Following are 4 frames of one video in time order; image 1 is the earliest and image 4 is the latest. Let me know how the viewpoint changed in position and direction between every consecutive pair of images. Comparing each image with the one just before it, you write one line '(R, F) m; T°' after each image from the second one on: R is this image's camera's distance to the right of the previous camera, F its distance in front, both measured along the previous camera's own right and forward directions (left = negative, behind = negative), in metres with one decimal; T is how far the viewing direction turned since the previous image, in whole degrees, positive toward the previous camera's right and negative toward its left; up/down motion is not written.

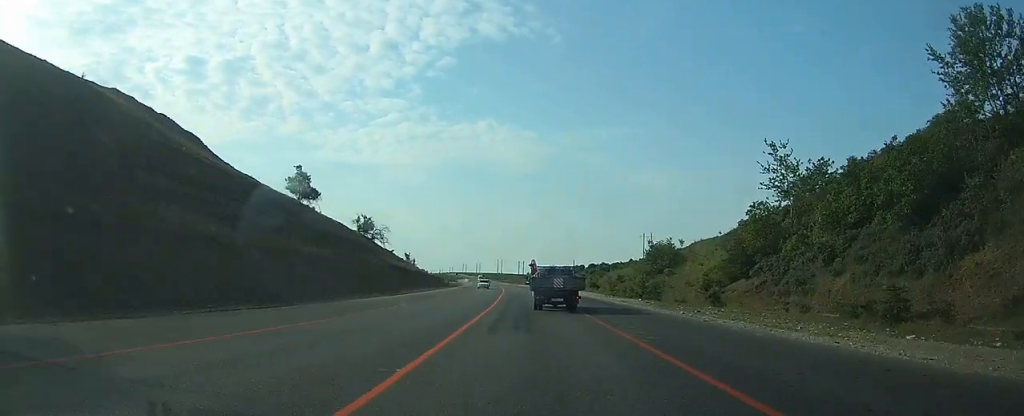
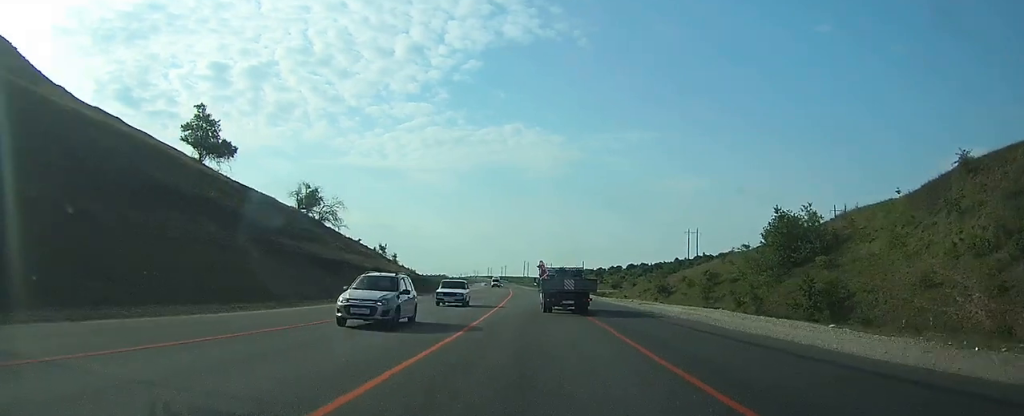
(-0.8, +49.1) m; -2°
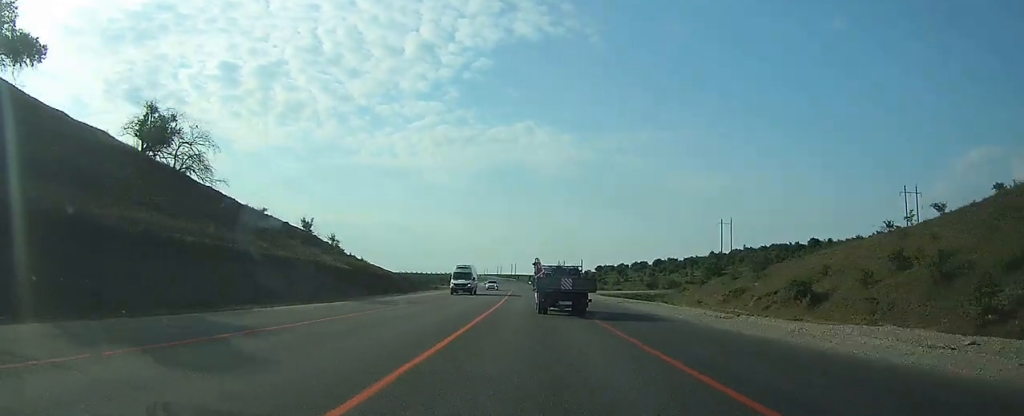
(-0.5, +40.7) m; -1°
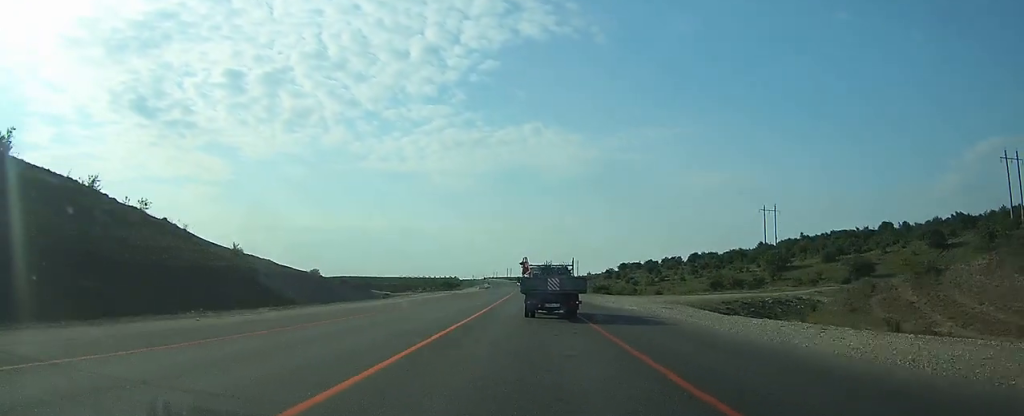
(-0.6, +44.7) m; -1°
